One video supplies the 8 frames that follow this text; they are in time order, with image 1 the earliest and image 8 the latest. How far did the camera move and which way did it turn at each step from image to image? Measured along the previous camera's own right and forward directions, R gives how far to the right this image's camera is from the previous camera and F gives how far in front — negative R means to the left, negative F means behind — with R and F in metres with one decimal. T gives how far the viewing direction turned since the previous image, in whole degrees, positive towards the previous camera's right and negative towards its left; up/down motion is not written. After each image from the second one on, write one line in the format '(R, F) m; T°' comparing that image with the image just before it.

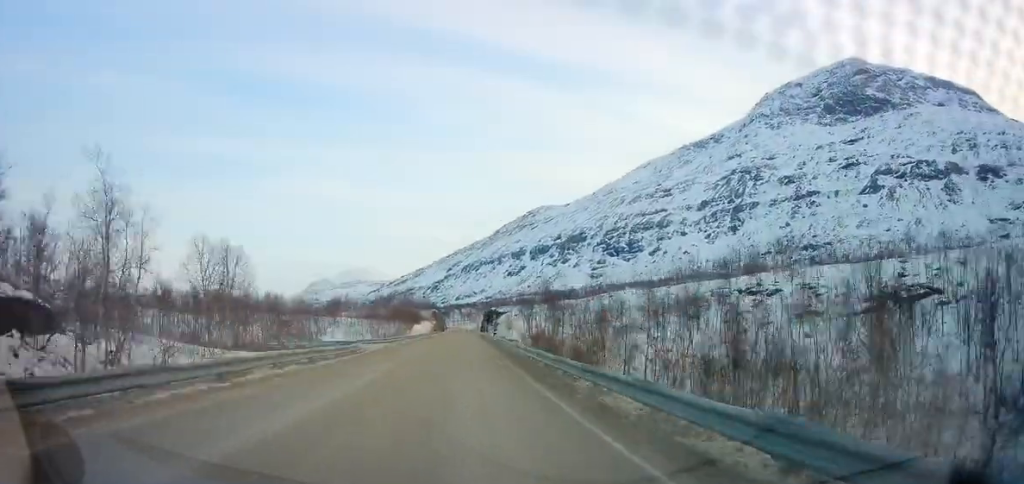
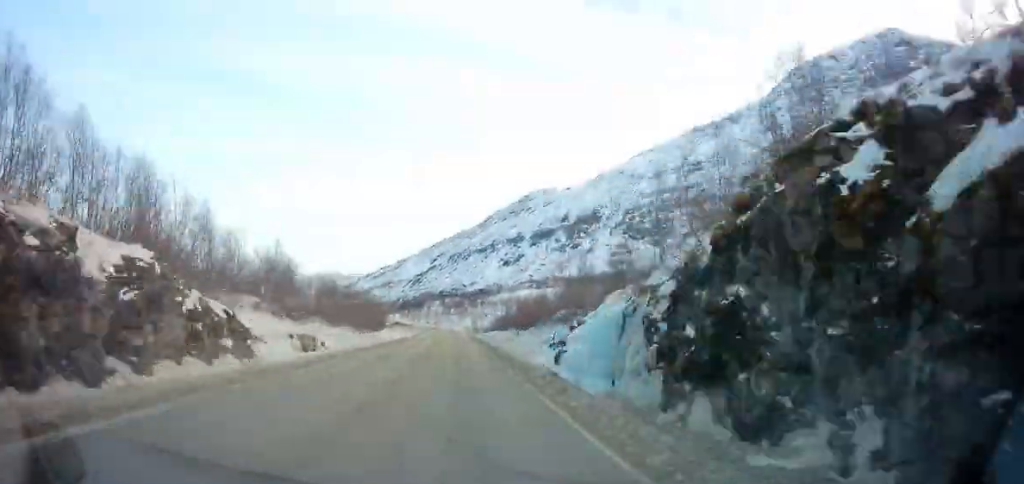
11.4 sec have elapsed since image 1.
(+3.4, +237.9) m; -4°
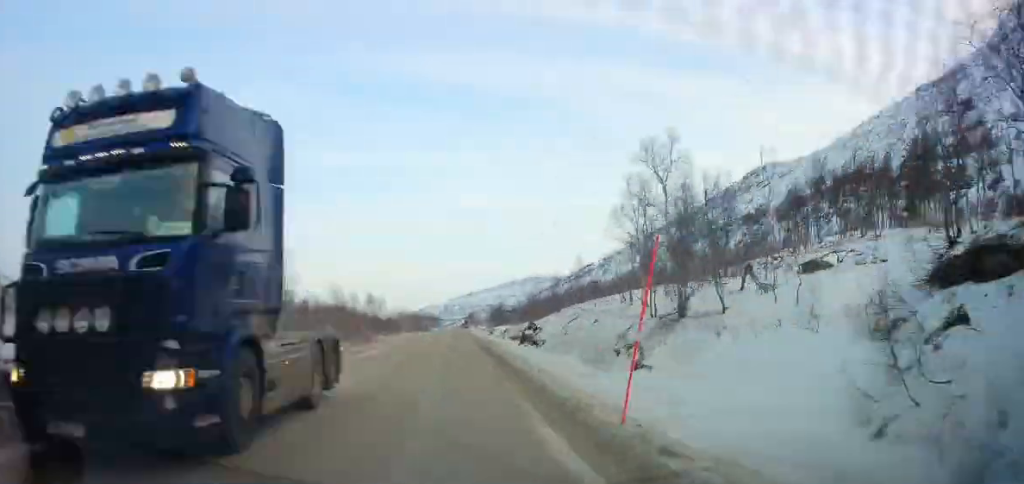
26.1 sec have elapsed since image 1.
(-35.8, +315.6) m; -12°
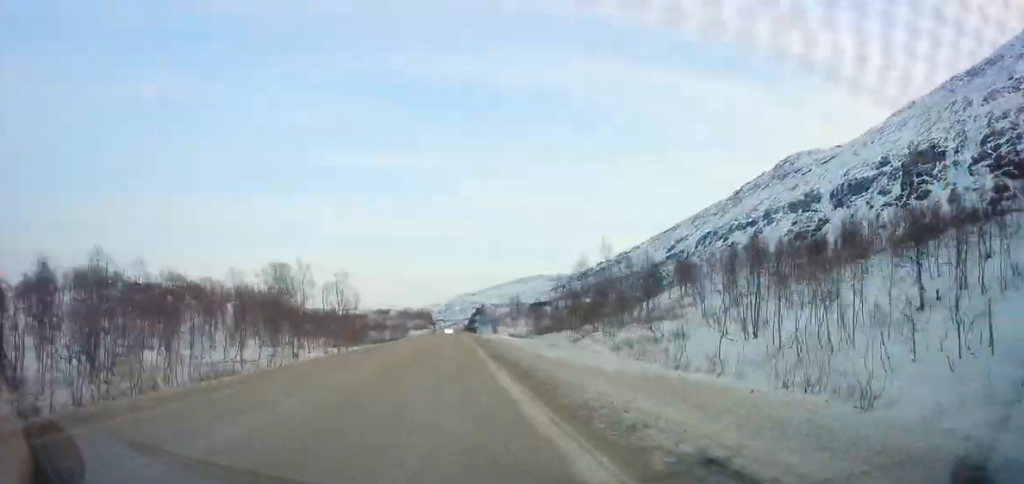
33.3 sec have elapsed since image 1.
(-4.3, +156.2) m; -3°
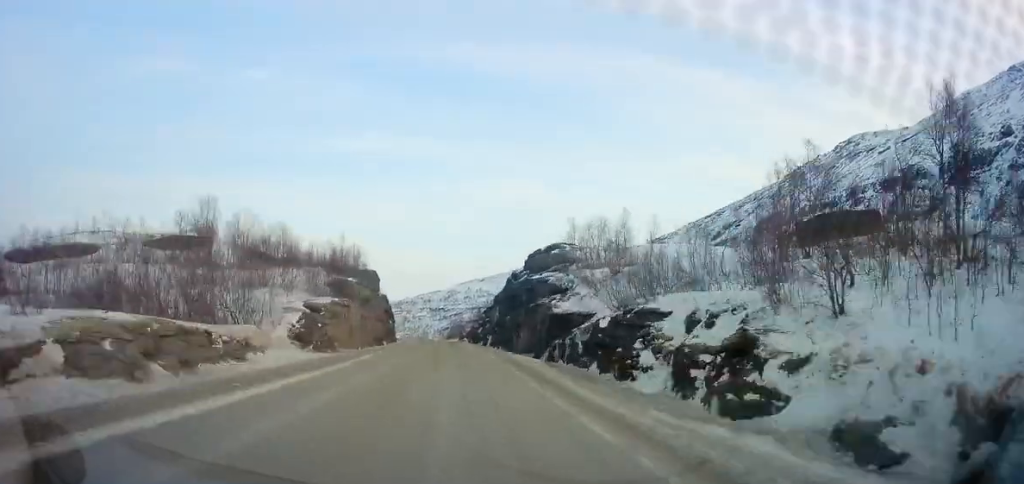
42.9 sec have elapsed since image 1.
(-8.5, +255.1) m; -8°
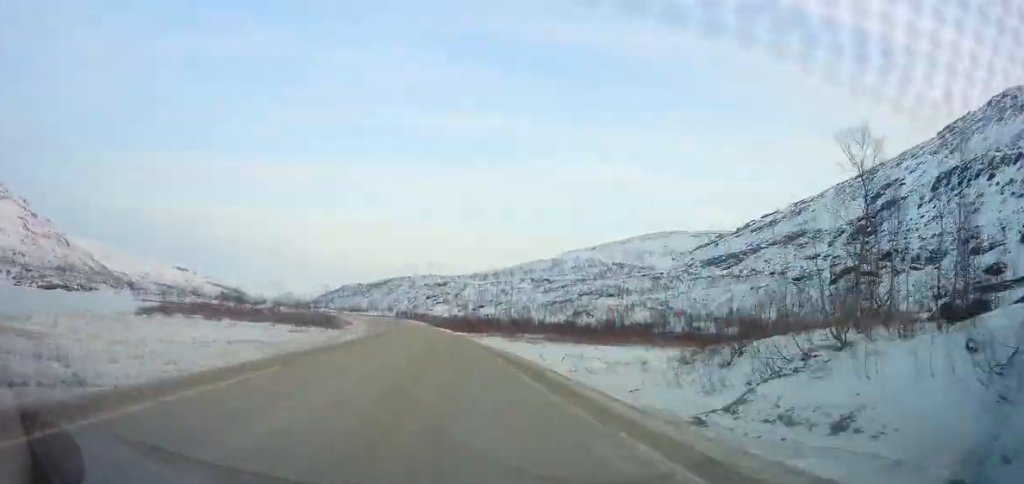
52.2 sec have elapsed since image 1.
(-24.8, +291.6) m; -9°
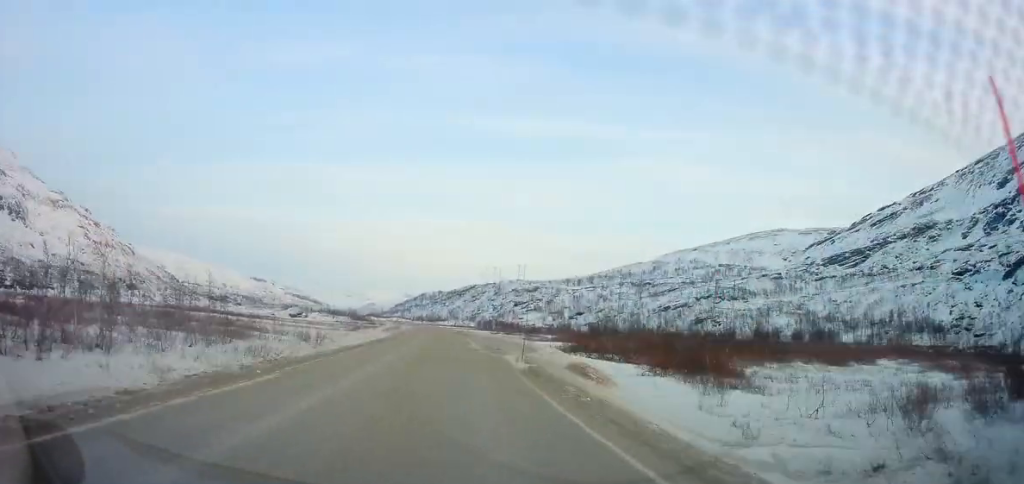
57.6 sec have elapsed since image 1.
(-10.2, +142.3) m; -5°
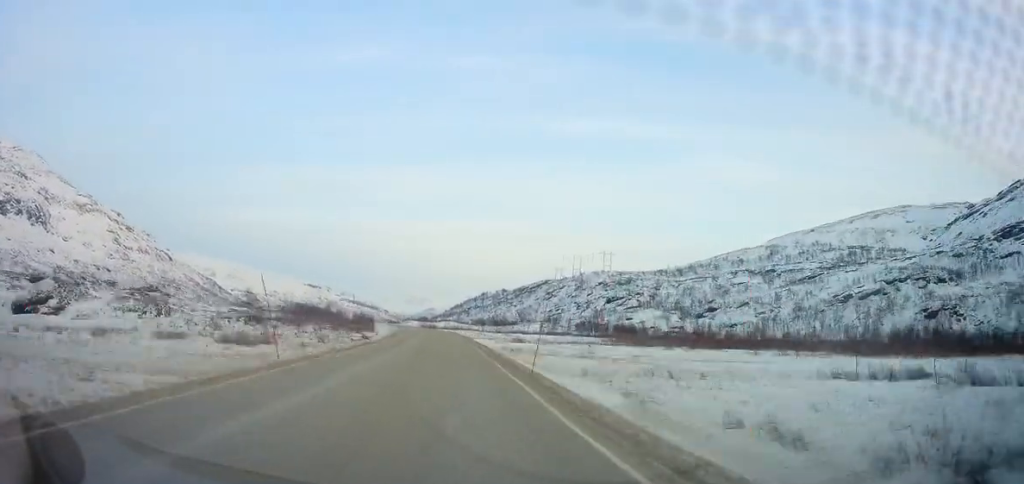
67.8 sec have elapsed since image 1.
(-13.2, +166.3) m; -7°
